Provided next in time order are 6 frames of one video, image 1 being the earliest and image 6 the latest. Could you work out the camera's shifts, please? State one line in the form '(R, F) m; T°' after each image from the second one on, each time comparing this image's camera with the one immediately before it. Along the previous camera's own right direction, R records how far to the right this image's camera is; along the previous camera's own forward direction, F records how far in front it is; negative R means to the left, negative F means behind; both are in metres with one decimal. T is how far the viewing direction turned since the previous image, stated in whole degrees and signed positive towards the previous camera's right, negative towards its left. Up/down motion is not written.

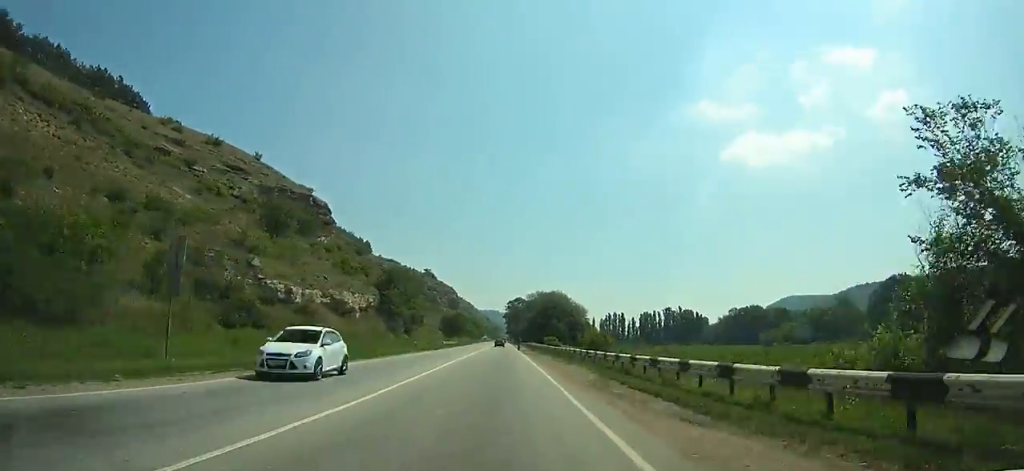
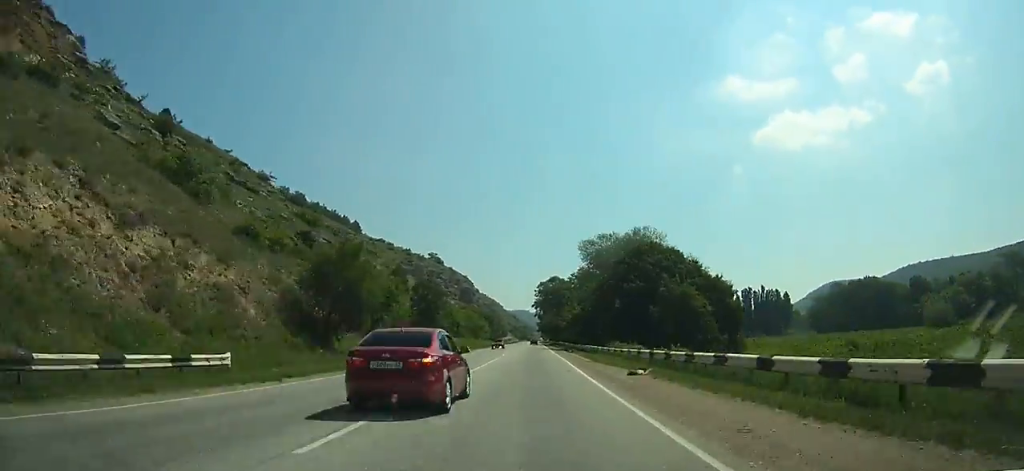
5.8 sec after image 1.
(-3.3, +98.0) m; -2°
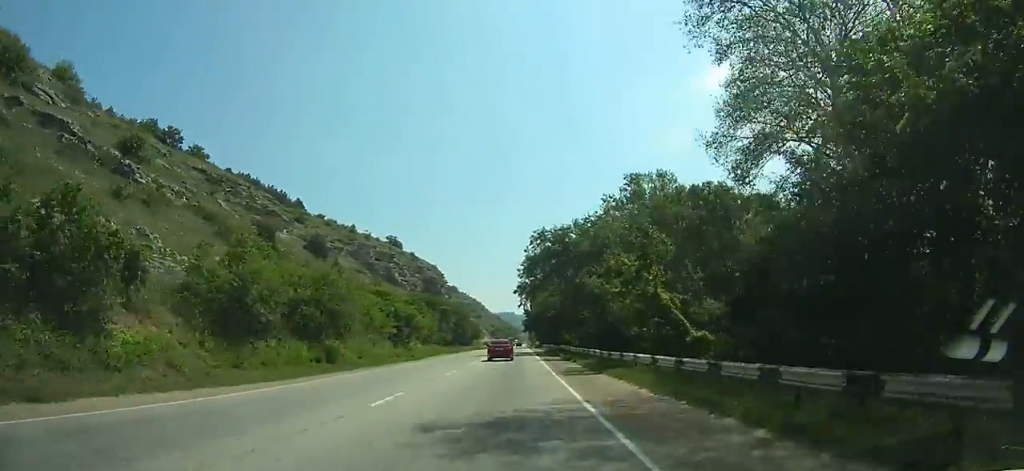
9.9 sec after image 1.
(+0.1, +69.6) m; 0°
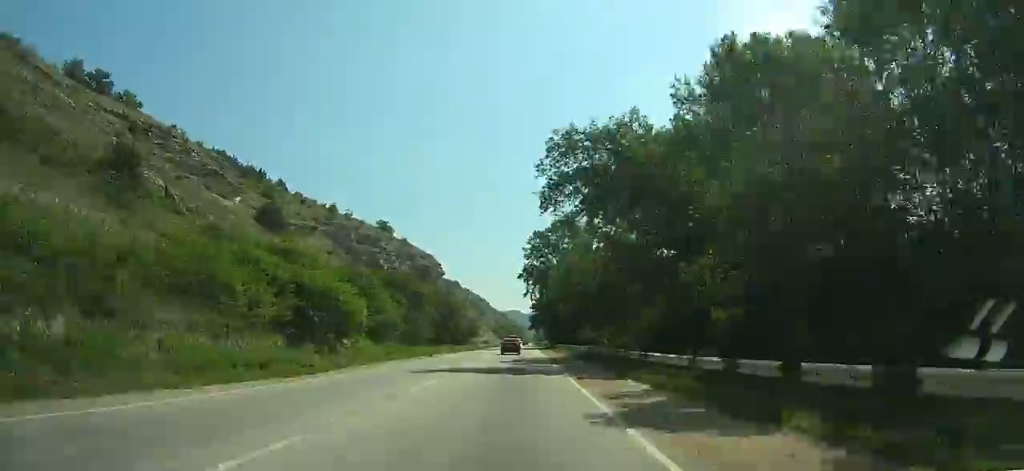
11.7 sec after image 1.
(-0.2, +31.3) m; 0°
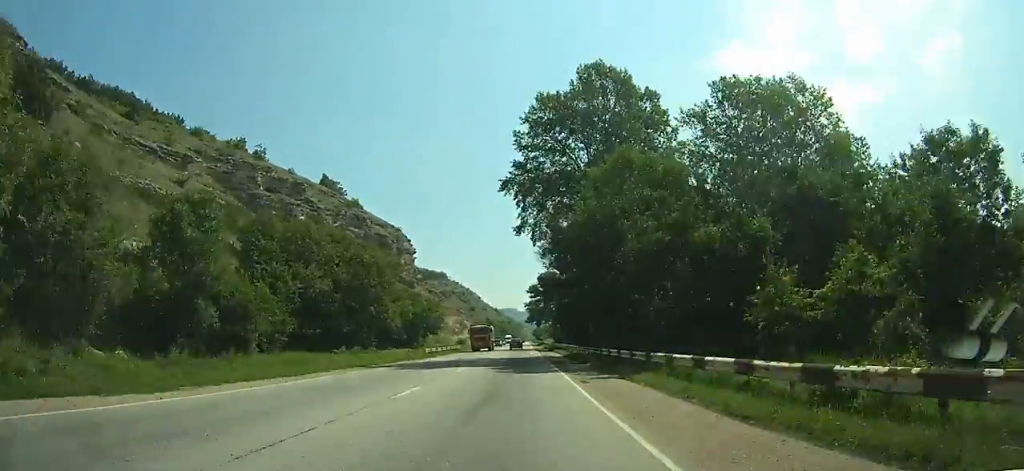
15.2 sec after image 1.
(+0.3, +62.1) m; +1°
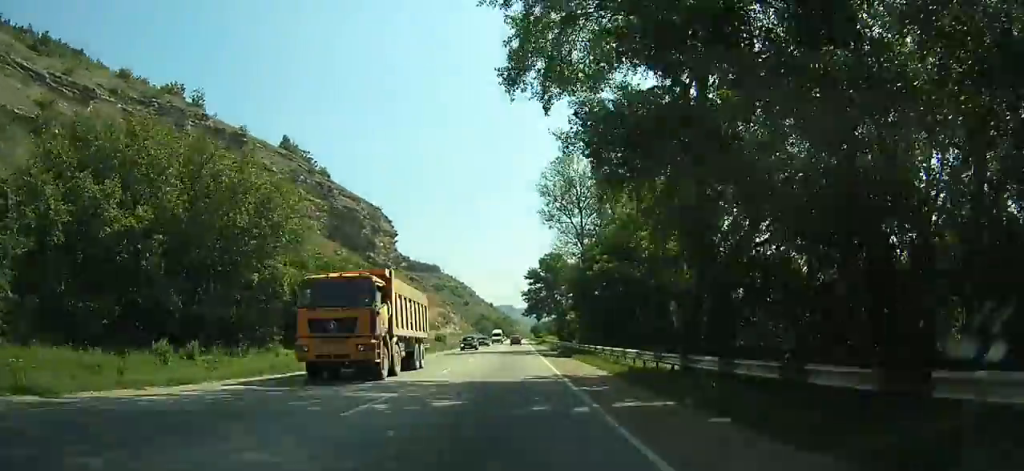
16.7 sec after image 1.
(+0.1, +26.8) m; 0°
